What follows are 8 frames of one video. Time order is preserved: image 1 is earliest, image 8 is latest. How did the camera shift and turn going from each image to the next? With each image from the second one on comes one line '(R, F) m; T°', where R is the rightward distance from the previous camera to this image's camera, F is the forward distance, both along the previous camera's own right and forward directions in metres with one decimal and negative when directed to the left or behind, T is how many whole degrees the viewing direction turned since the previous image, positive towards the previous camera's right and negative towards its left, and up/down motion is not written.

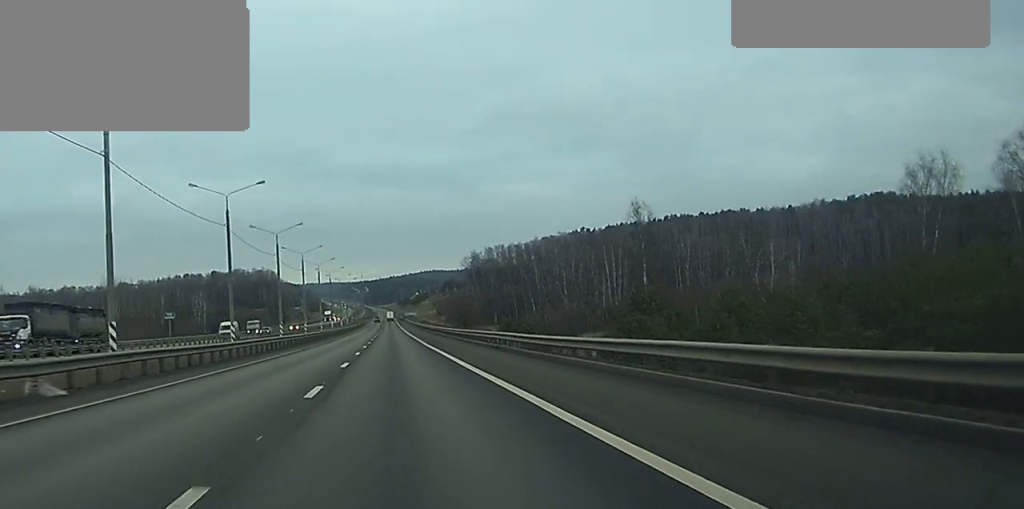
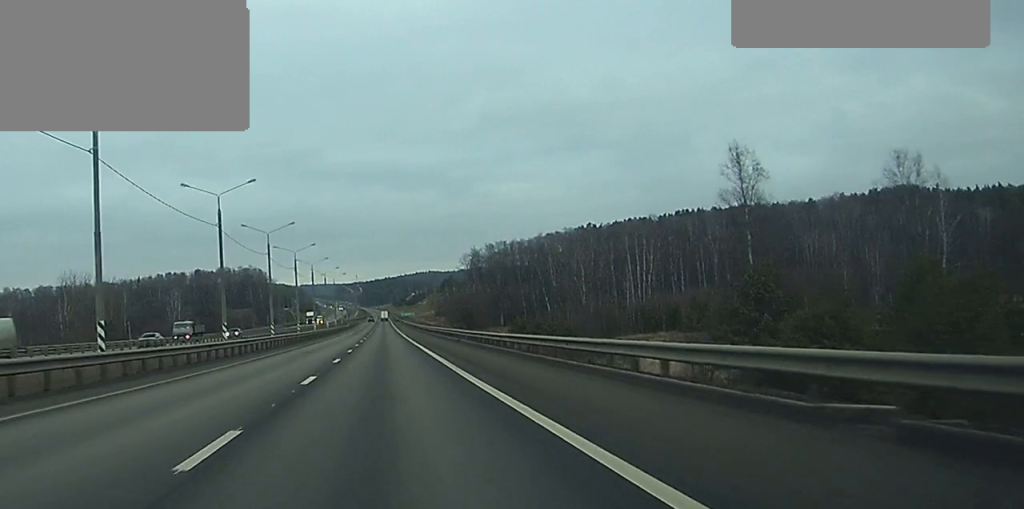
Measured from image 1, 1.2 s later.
(+0.1, +31.7) m; 0°
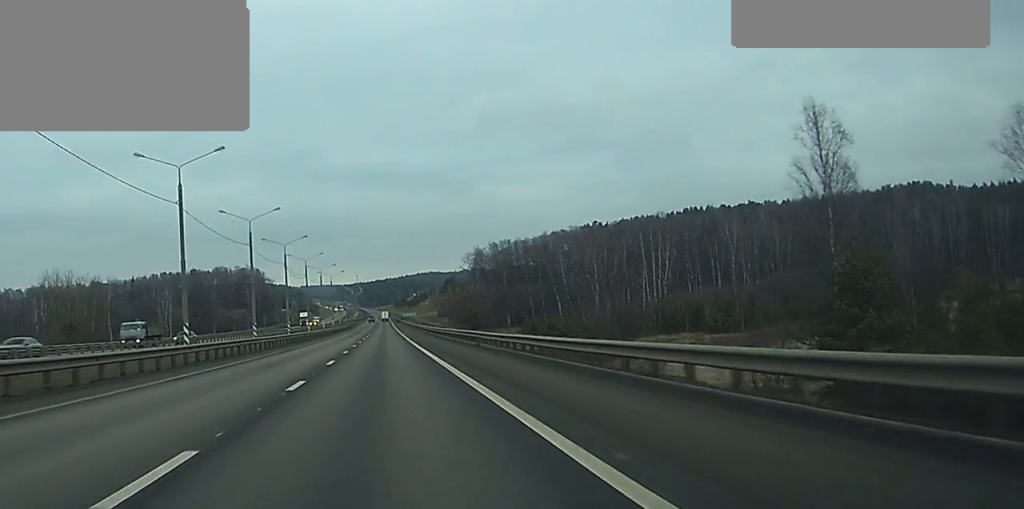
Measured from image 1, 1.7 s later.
(0.0, +13.6) m; 0°
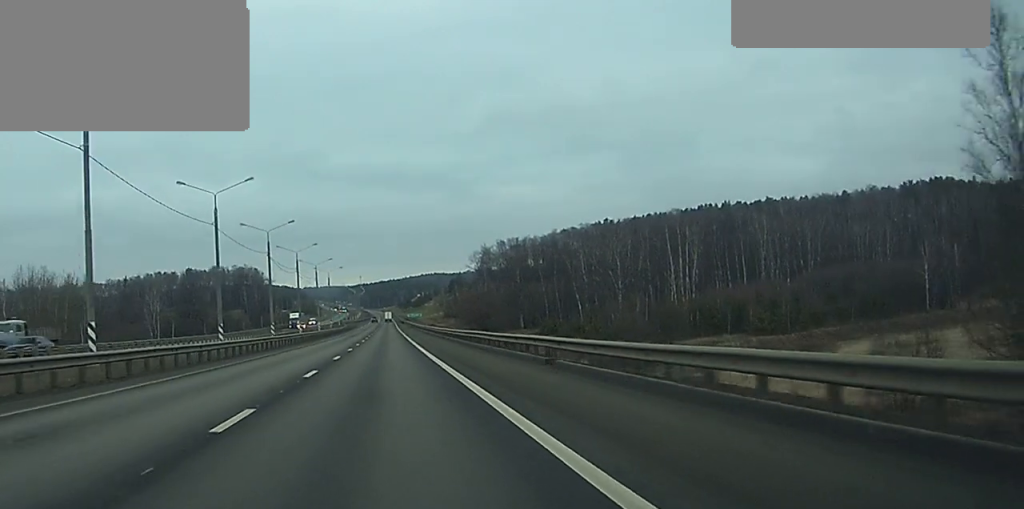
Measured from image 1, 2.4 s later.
(+0.1, +19.0) m; 0°
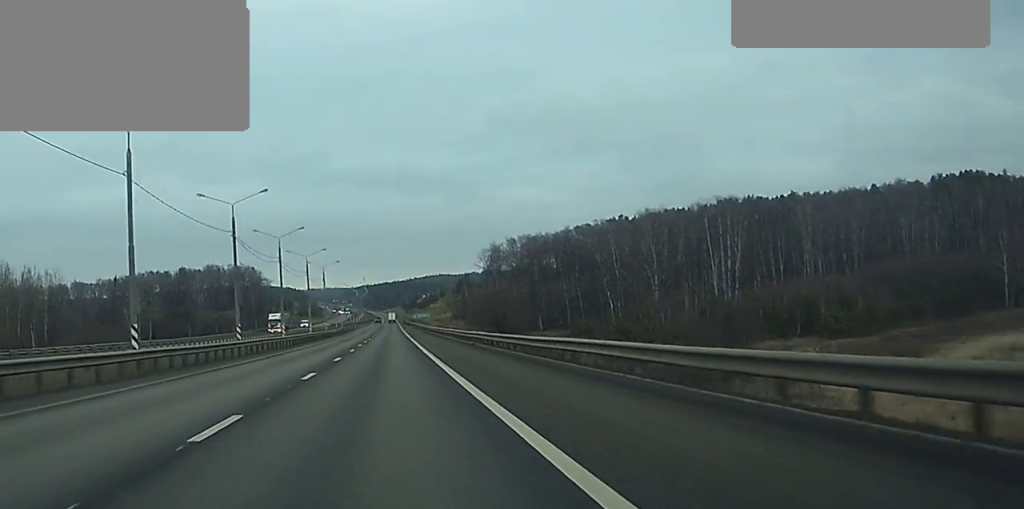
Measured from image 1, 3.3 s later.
(0.0, +24.5) m; 0°
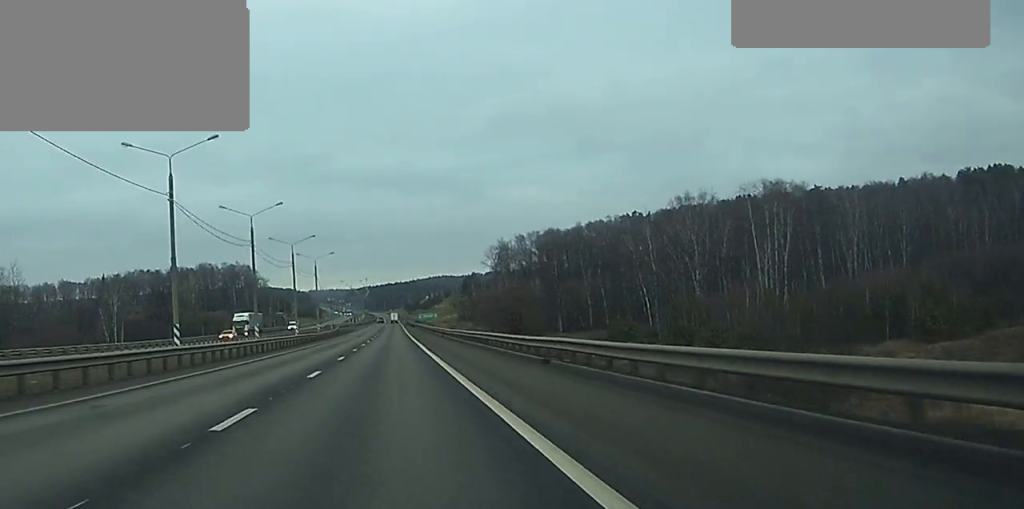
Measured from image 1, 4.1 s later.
(-0.1, +22.7) m; 0°
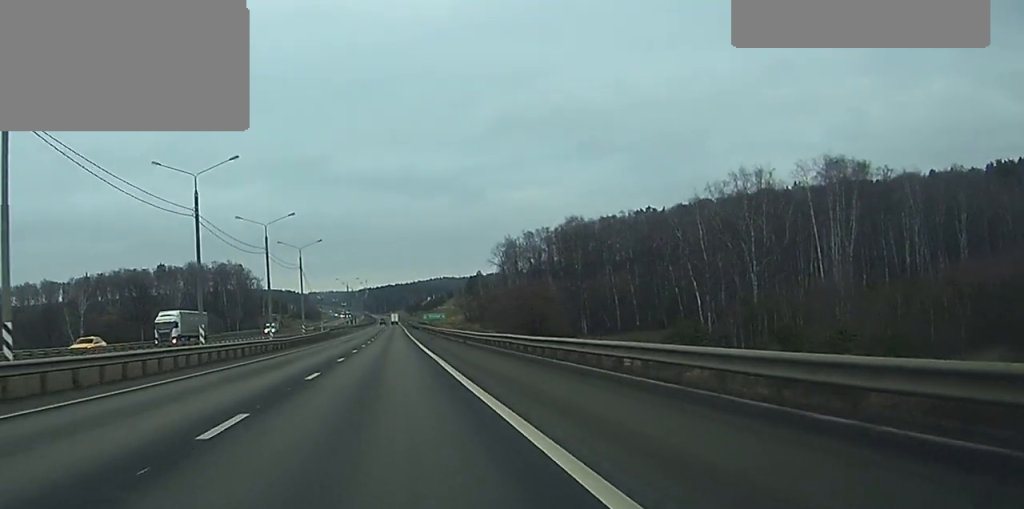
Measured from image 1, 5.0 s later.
(-0.1, +24.7) m; 0°
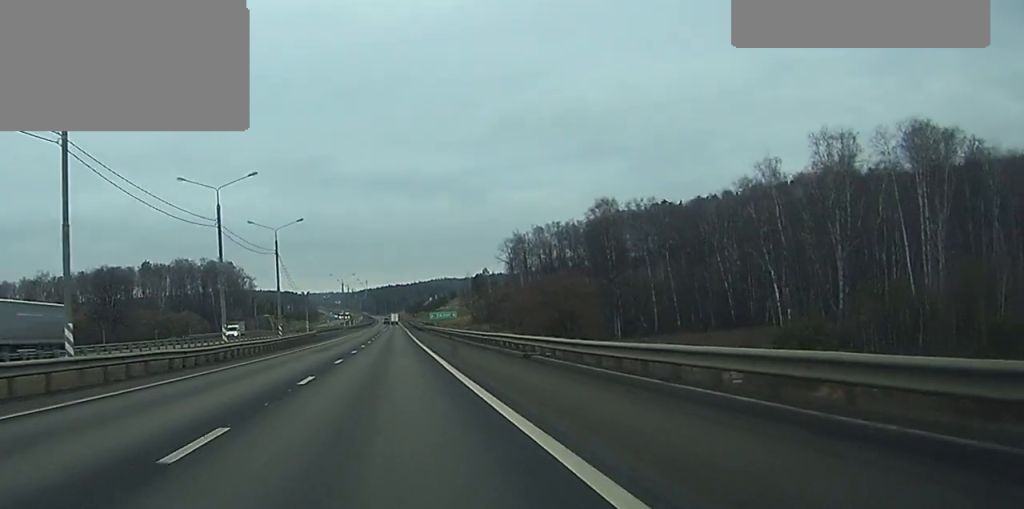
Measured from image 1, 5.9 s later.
(0.0, +25.7) m; 0°
